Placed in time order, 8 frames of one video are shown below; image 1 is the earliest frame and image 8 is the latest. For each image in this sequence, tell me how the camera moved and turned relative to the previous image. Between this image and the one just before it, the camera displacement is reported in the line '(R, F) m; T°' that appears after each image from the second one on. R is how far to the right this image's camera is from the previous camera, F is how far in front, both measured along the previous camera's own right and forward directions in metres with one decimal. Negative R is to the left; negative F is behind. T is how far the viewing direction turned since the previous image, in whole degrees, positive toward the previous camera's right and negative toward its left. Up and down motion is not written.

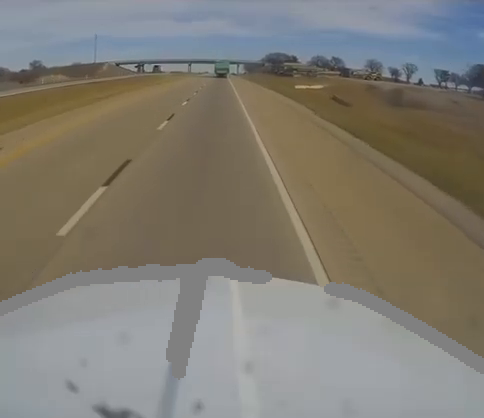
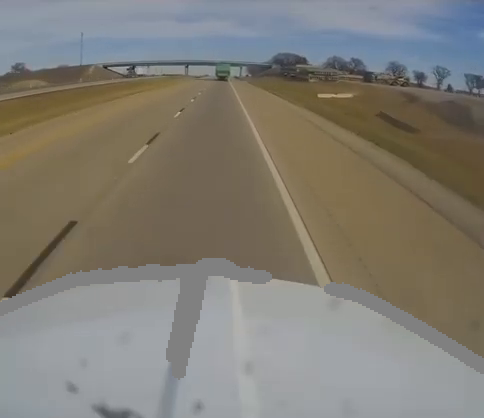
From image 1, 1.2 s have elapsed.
(-0.2, +29.9) m; -1°
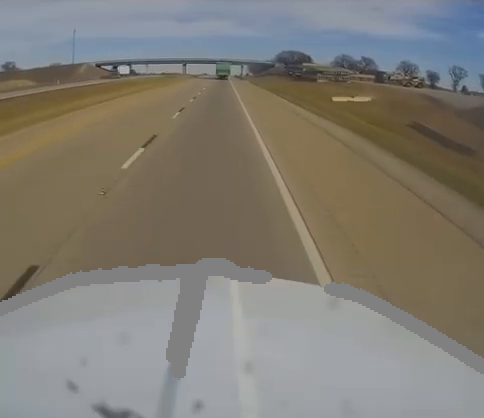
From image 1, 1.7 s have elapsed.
(-0.2, +13.3) m; 0°
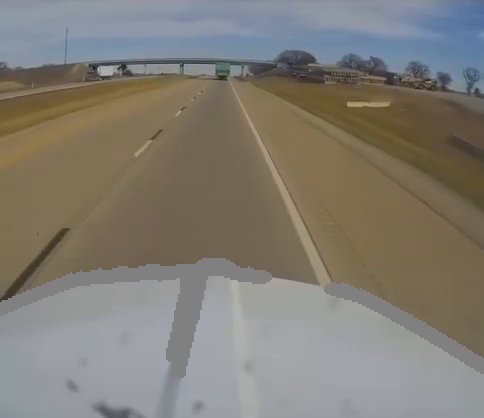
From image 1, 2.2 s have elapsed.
(+0.1, +10.8) m; +1°
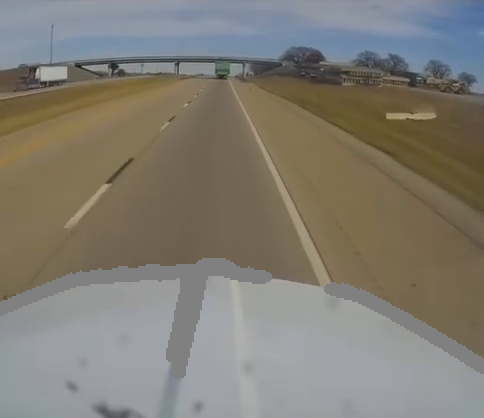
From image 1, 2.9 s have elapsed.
(+0.1, +18.8) m; +1°
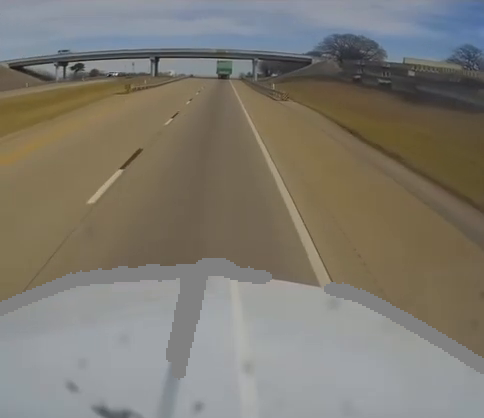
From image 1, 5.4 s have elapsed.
(-0.1, +59.7) m; 0°
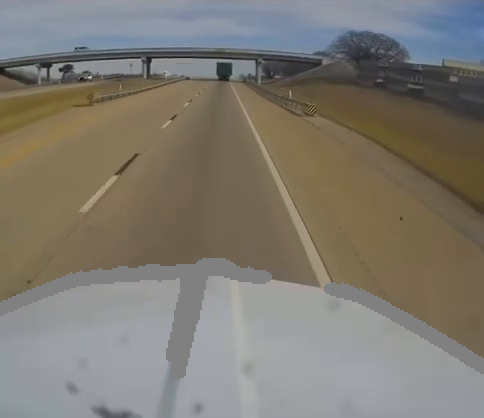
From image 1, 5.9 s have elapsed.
(0.0, +13.0) m; 0°
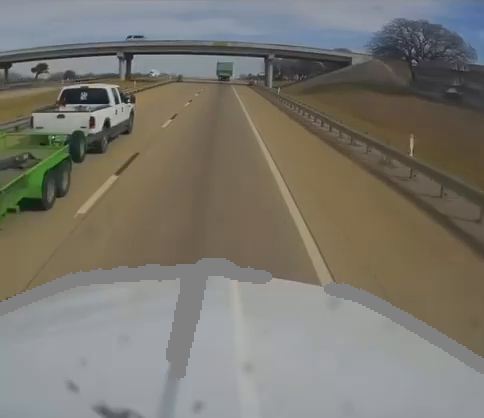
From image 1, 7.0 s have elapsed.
(+0.1, +25.2) m; -1°
